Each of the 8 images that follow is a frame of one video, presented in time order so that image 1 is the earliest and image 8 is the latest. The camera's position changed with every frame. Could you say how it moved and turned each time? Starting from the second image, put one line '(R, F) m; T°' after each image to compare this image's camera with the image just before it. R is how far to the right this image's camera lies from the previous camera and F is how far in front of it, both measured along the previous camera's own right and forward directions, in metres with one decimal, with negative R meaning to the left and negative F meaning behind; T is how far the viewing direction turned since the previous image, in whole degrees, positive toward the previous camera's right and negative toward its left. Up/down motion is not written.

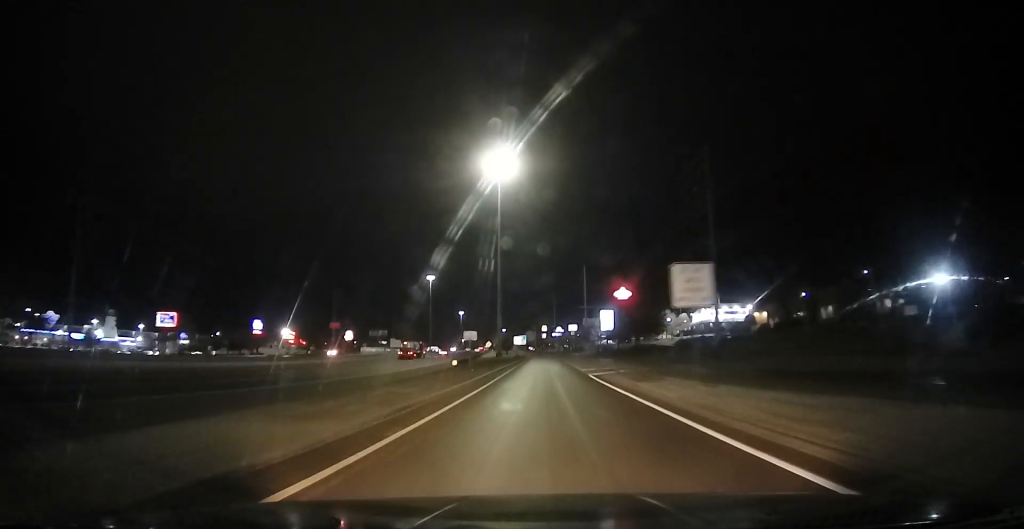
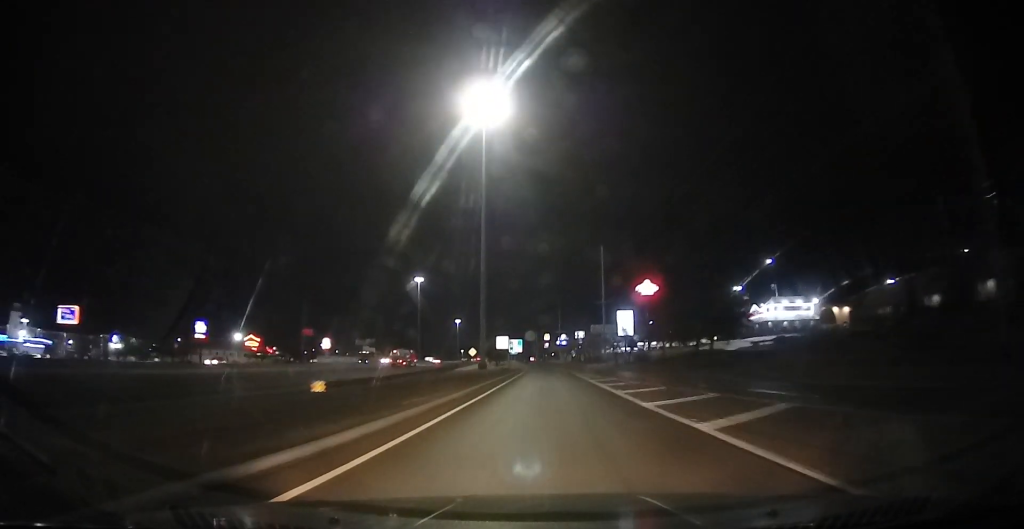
(+0.3, +41.2) m; +1°
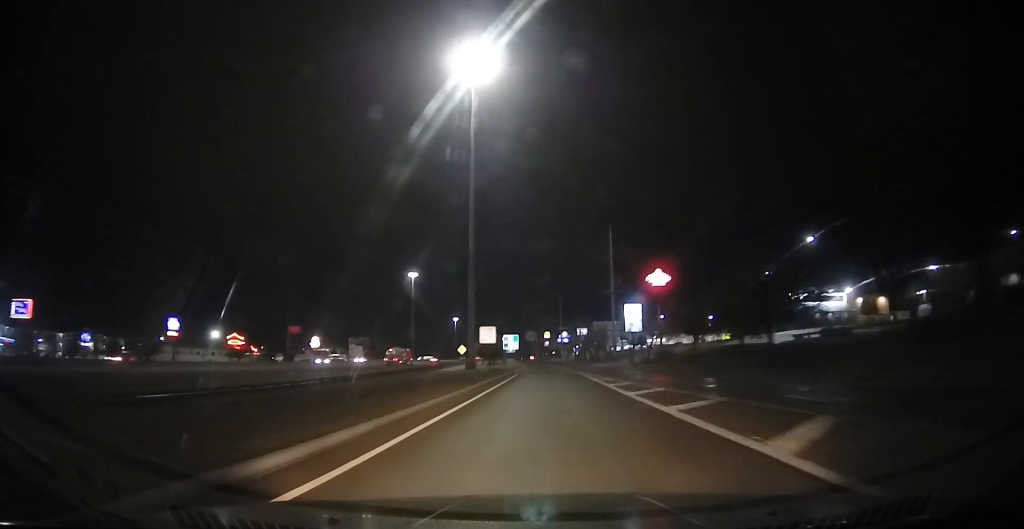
(+0.1, +15.3) m; 0°
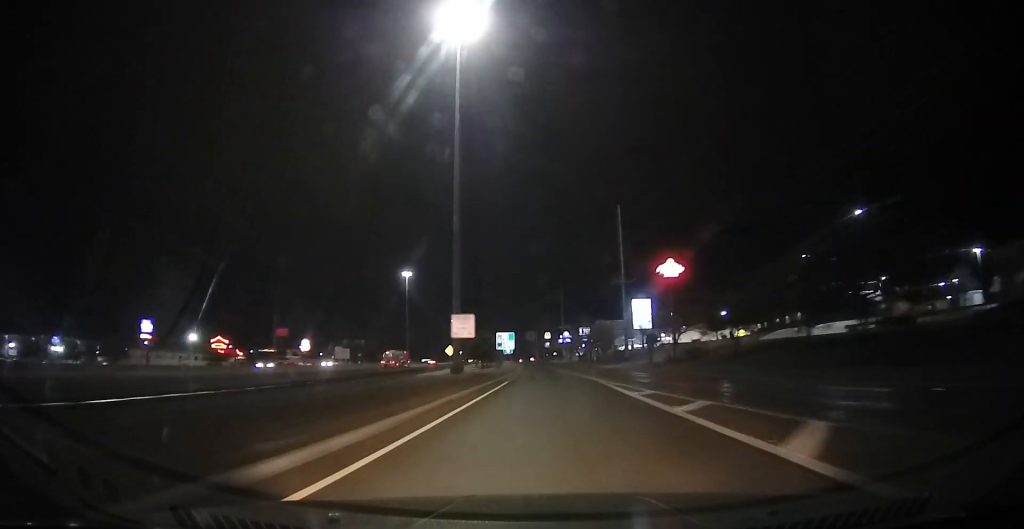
(-0.1, +13.4) m; -1°
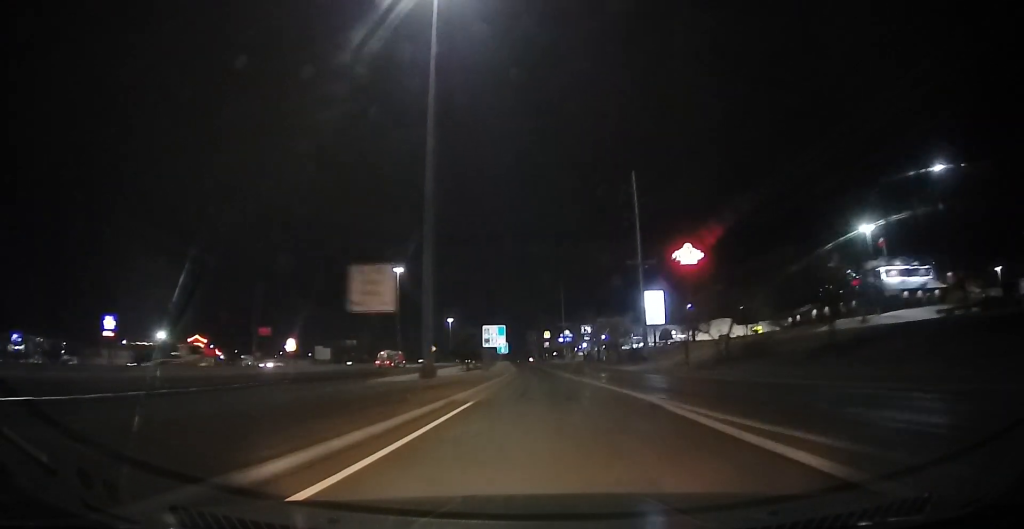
(-0.1, +16.1) m; 0°
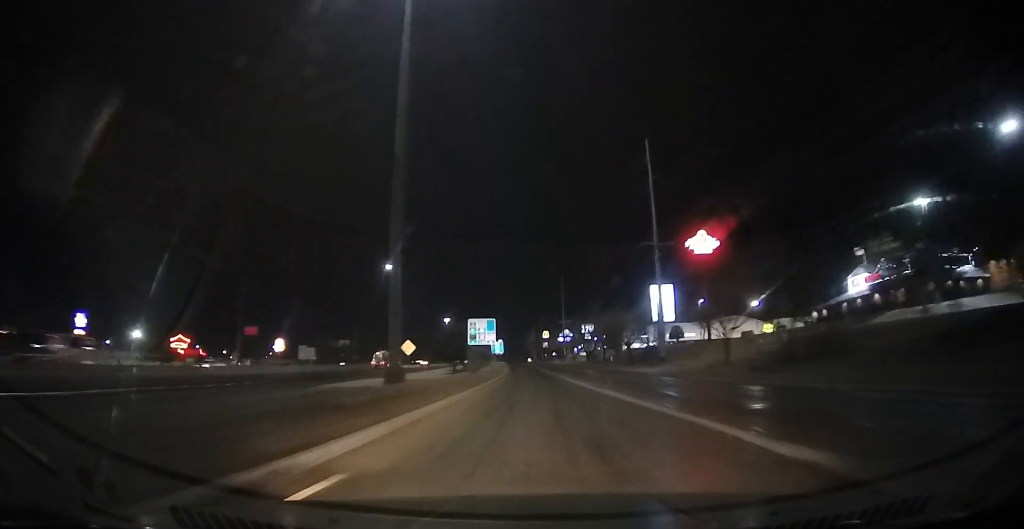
(-0.1, +10.7) m; 0°
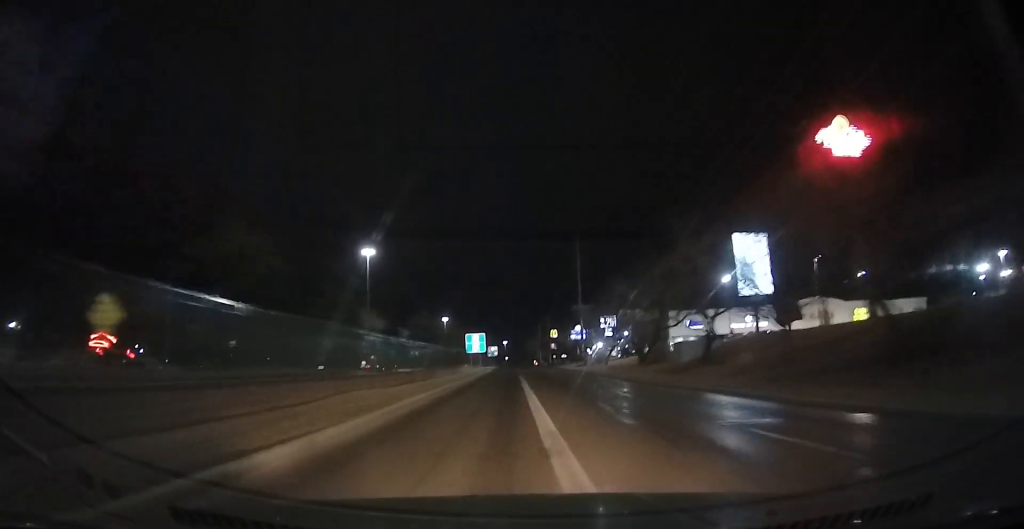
(+0.5, +47.2) m; 0°
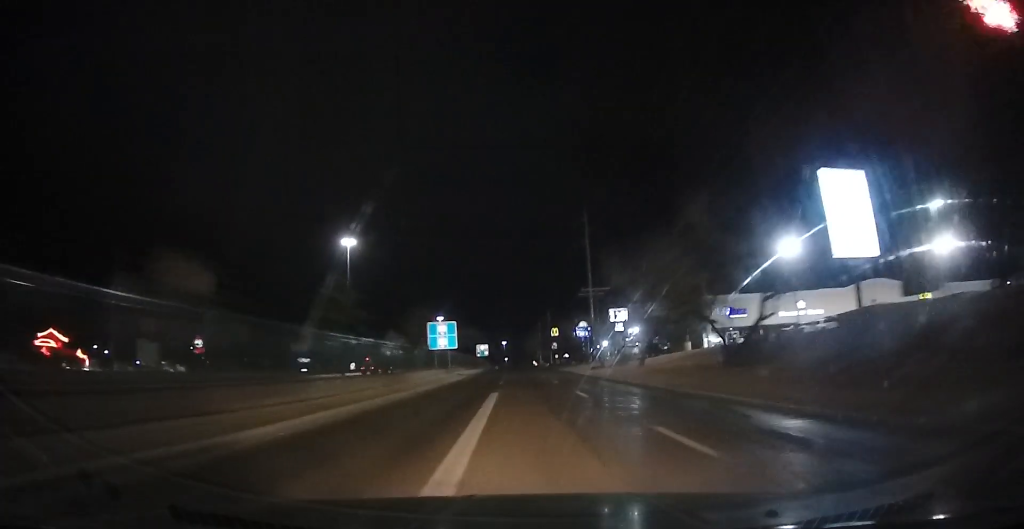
(-0.1, +23.1) m; -1°
